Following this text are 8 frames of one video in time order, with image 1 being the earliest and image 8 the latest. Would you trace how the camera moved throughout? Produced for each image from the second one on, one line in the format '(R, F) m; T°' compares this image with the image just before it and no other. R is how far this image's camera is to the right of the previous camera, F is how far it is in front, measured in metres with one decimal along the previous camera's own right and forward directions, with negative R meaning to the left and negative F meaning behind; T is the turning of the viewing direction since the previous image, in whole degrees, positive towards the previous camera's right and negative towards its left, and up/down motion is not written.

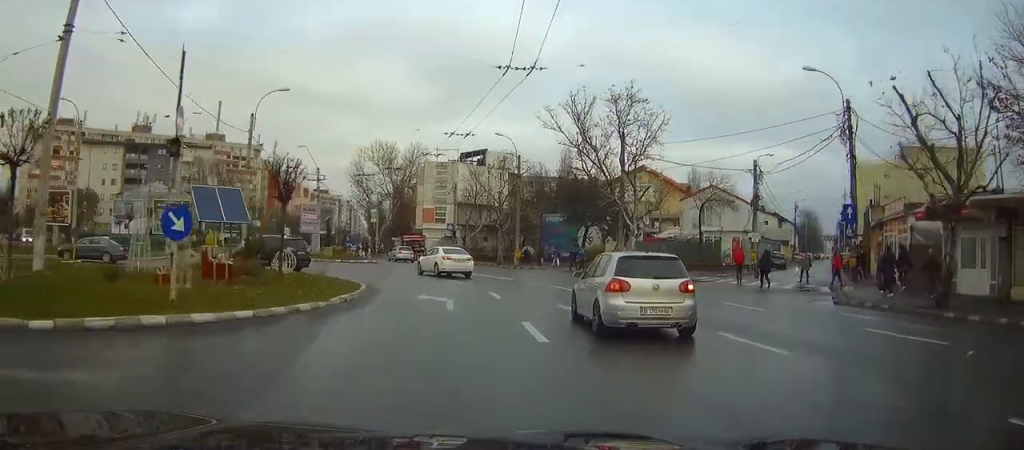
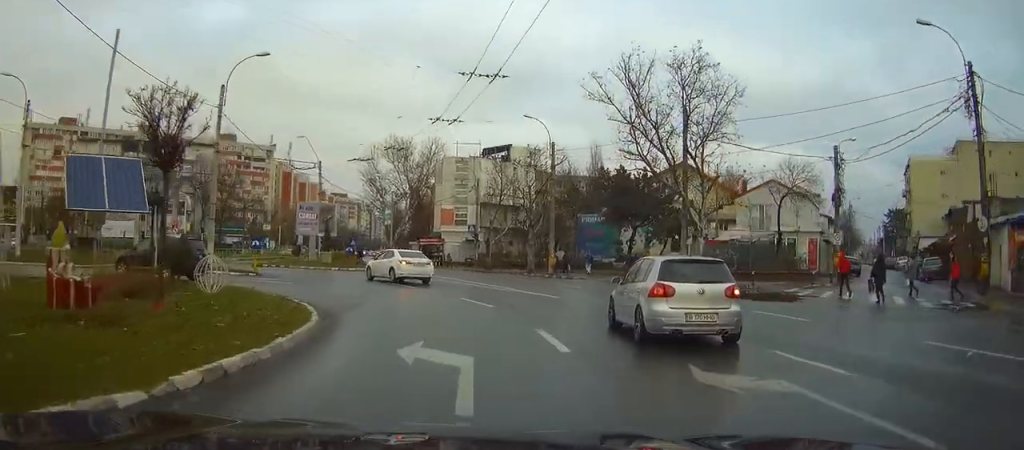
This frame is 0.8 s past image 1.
(-0.3, +9.7) m; -2°
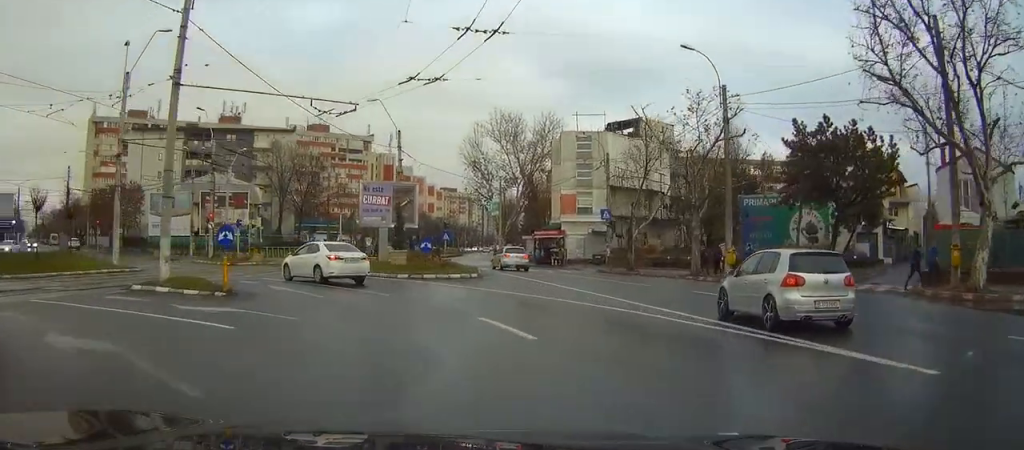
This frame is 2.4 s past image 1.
(-0.6, +17.3) m; -8°
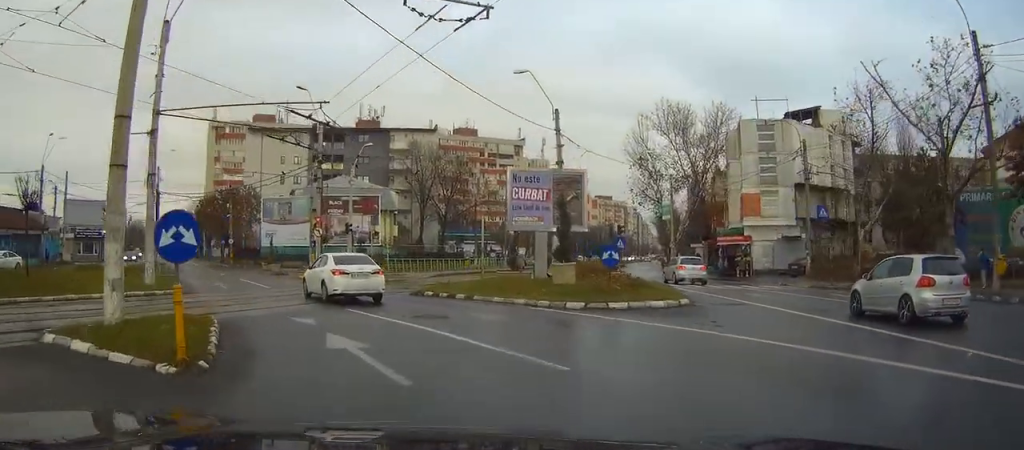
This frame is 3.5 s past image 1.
(-1.1, +11.8) m; -10°
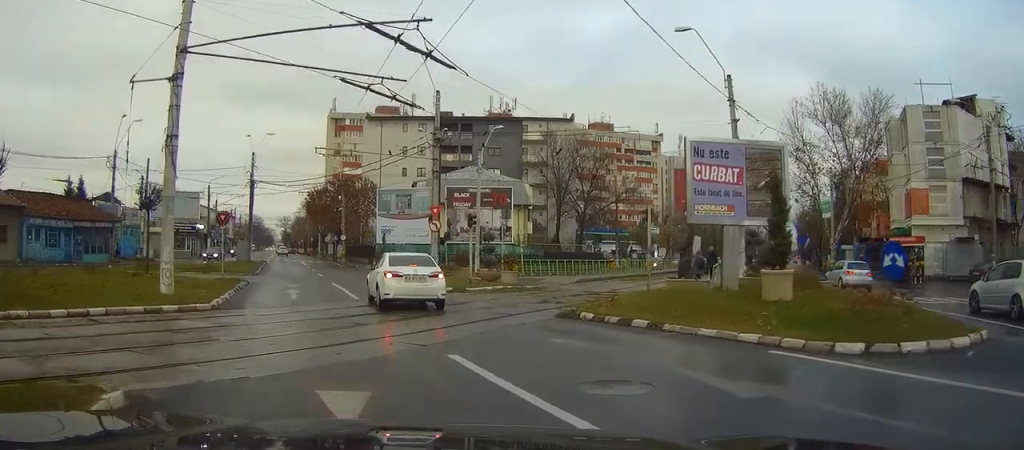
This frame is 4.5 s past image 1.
(-0.6, +9.1) m; -11°
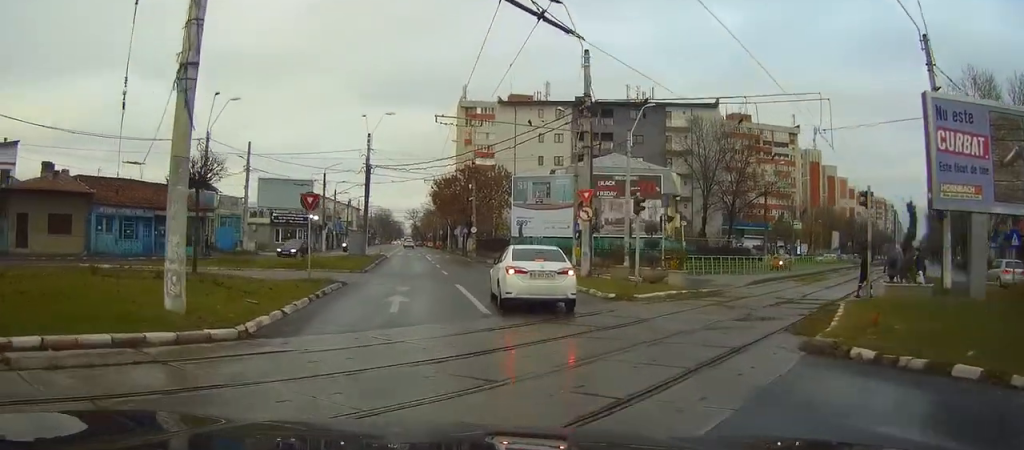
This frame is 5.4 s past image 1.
(-0.8, +7.0) m; -11°
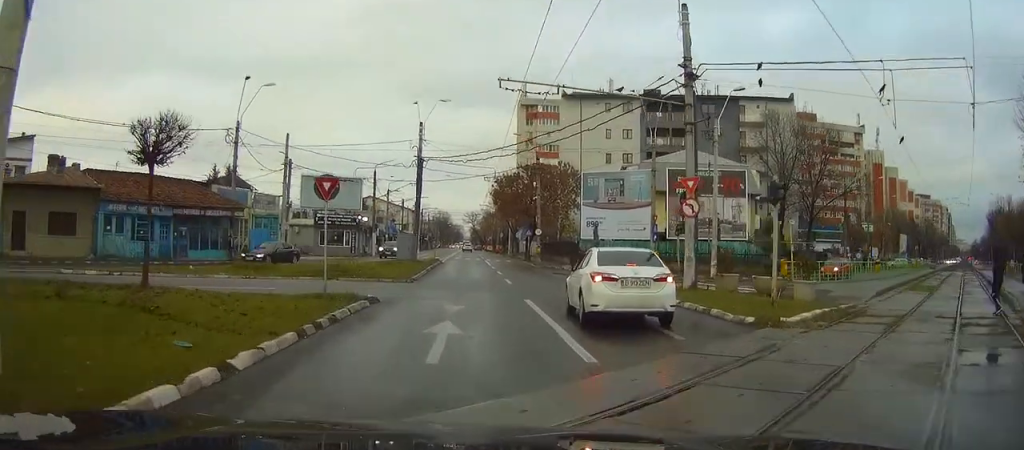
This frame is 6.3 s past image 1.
(-0.6, +6.5) m; -8°
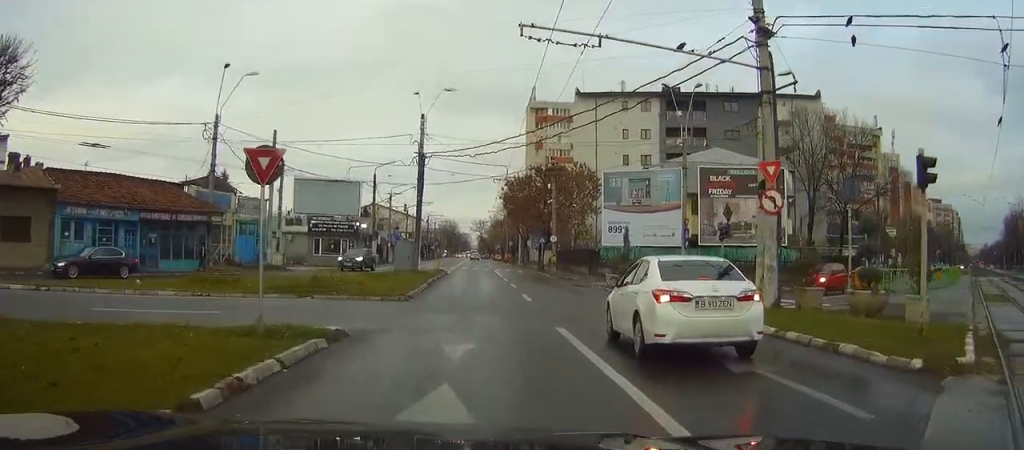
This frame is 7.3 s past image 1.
(-0.4, +6.6) m; -5°
